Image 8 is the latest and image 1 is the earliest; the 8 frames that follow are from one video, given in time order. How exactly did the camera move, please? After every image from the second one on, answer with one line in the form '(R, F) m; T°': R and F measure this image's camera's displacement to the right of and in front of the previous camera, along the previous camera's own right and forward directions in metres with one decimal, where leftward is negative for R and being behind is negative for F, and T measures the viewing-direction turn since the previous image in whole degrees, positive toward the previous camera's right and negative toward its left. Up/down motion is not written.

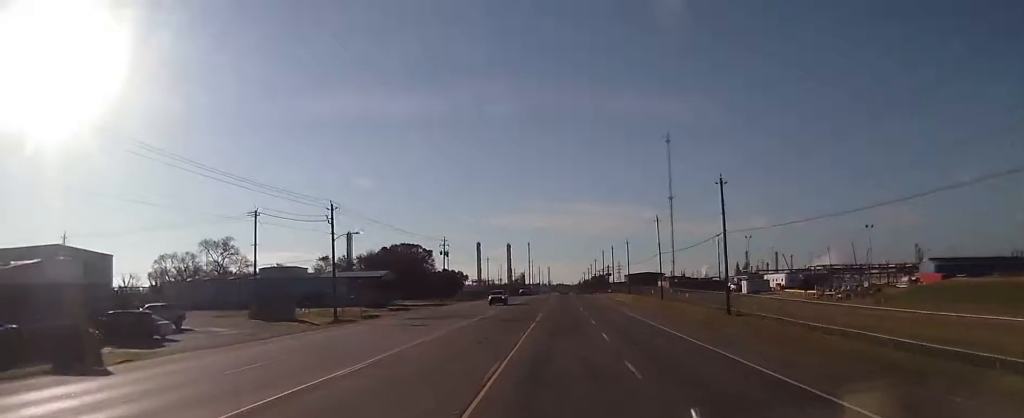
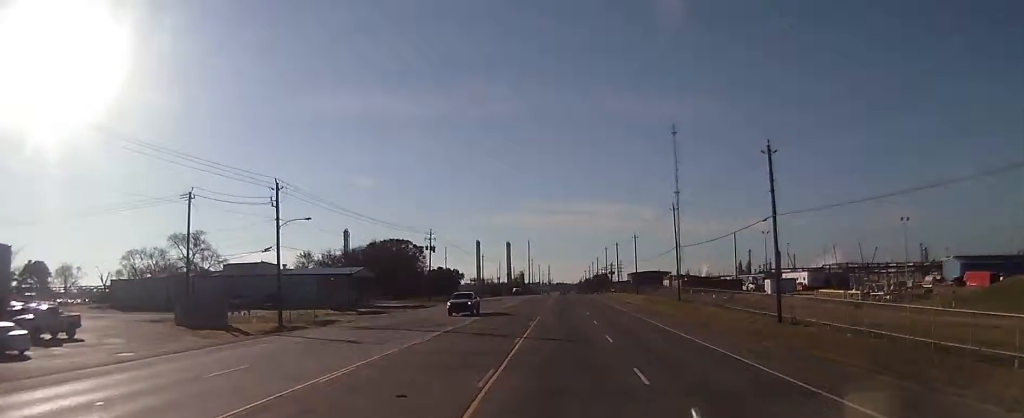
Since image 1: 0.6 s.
(0.0, +14.3) m; -1°
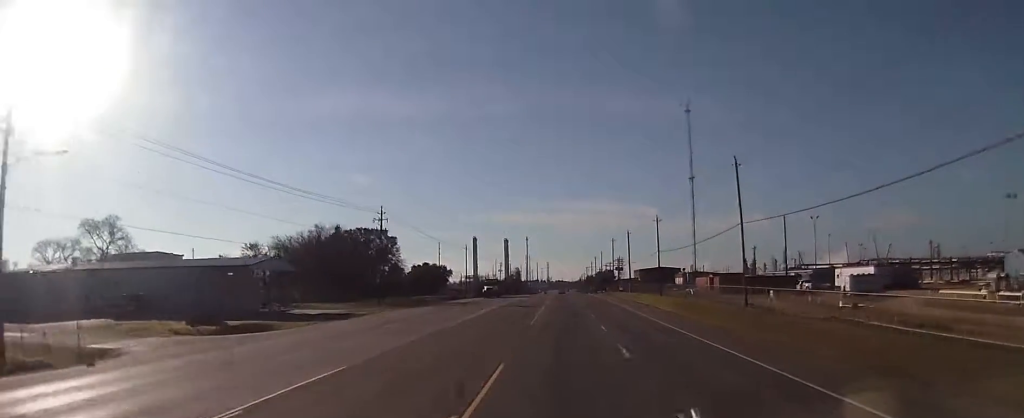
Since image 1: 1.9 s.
(-0.6, +31.7) m; 0°
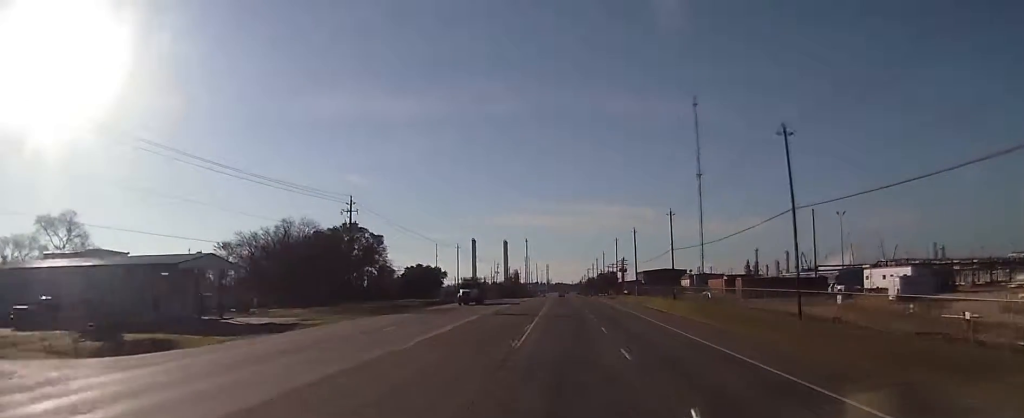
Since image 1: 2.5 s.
(-0.1, +12.6) m; +1°
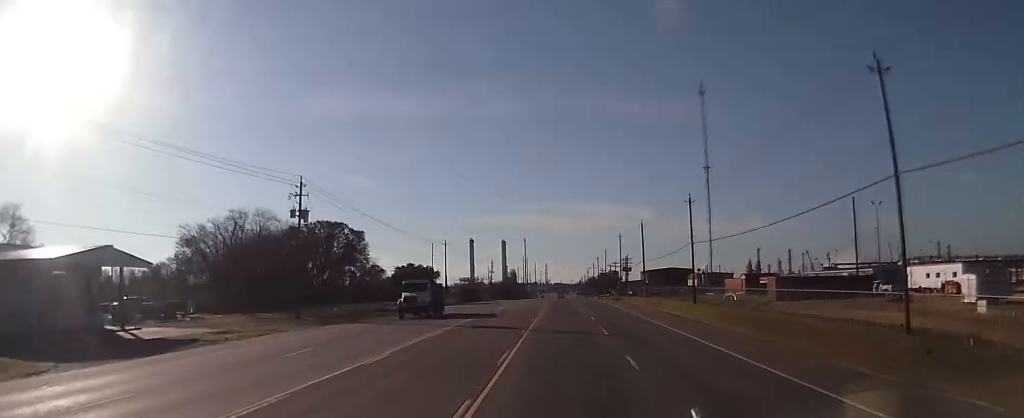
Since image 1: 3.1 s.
(+0.3, +14.2) m; +1°
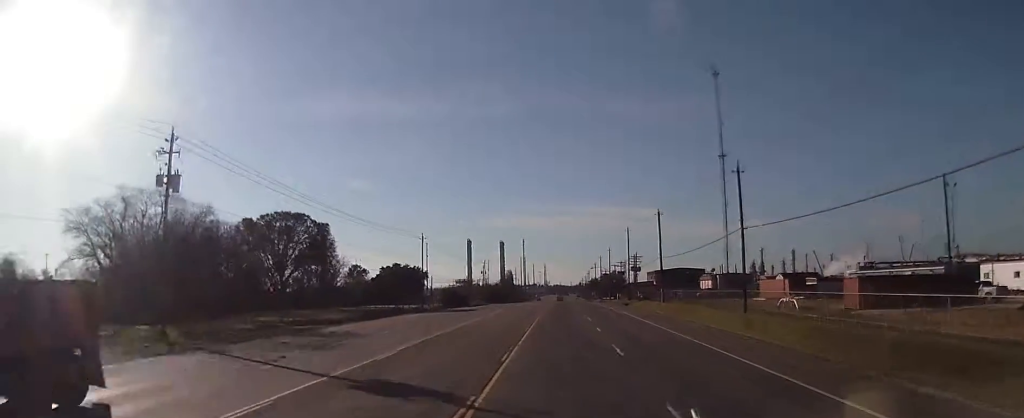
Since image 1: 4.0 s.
(+0.1, +21.3) m; 0°
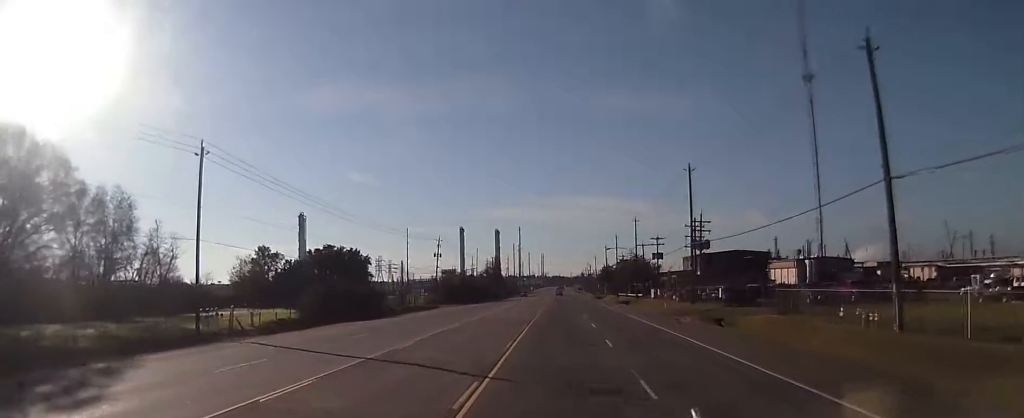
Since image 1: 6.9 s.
(-0.1, +69.9) m; +1°
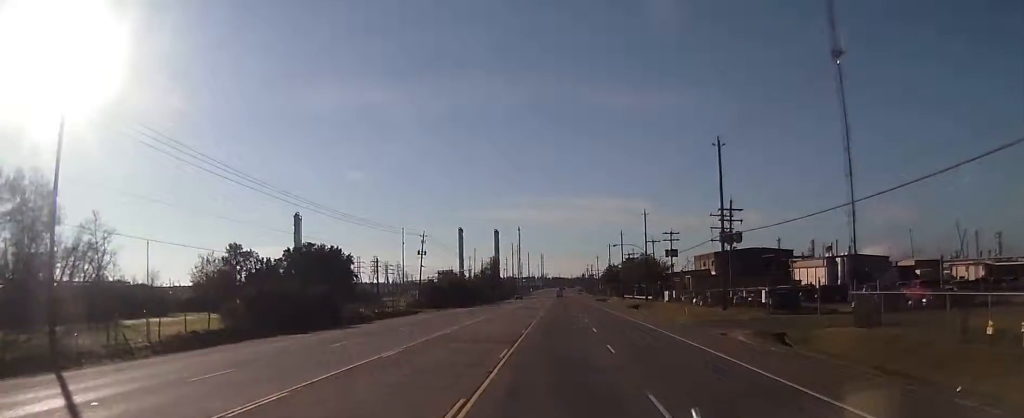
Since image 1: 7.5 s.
(0.0, +14.2) m; 0°
